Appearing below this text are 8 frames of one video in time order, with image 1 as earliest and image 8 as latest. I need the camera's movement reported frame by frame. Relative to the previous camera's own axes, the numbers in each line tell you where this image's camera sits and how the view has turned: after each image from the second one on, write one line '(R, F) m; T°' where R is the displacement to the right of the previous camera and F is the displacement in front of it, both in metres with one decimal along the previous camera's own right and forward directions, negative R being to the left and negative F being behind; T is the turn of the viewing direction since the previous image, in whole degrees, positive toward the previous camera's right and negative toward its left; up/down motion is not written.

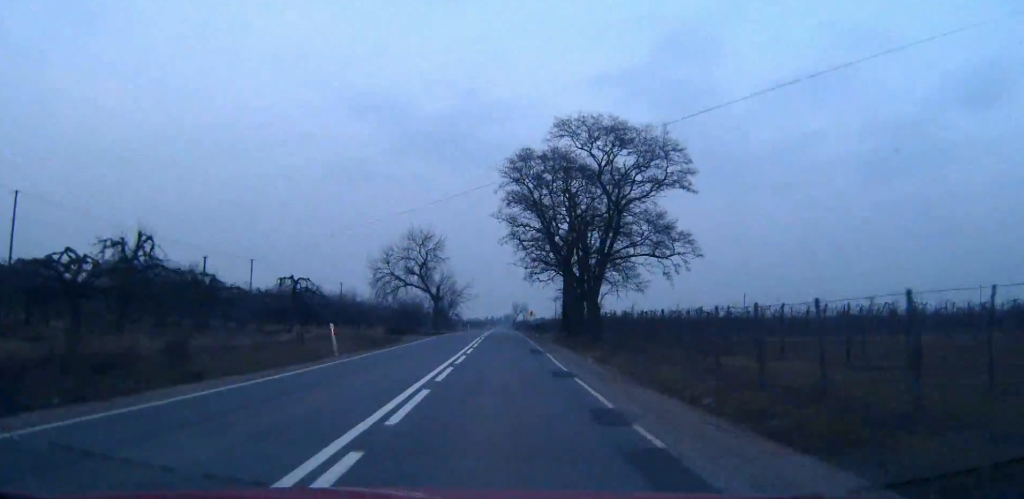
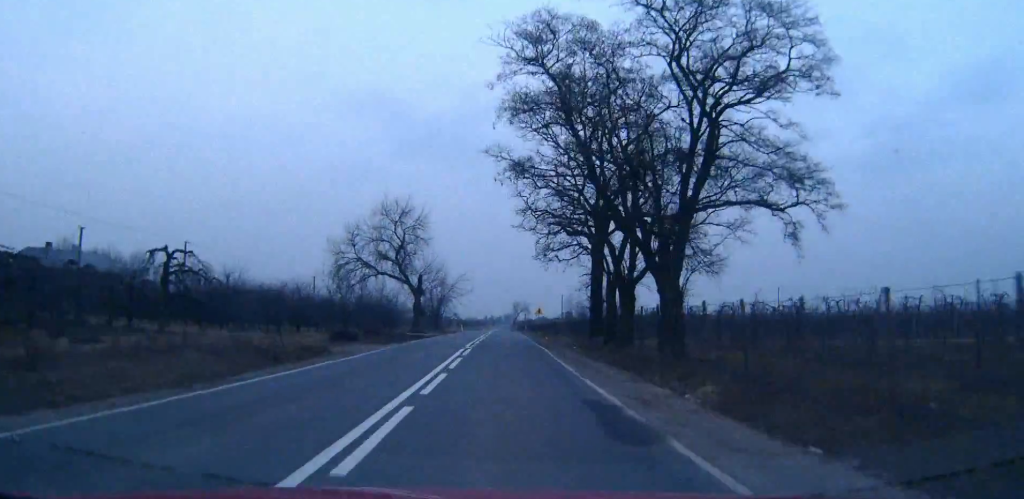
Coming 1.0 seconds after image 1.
(-0.1, +20.4) m; 0°
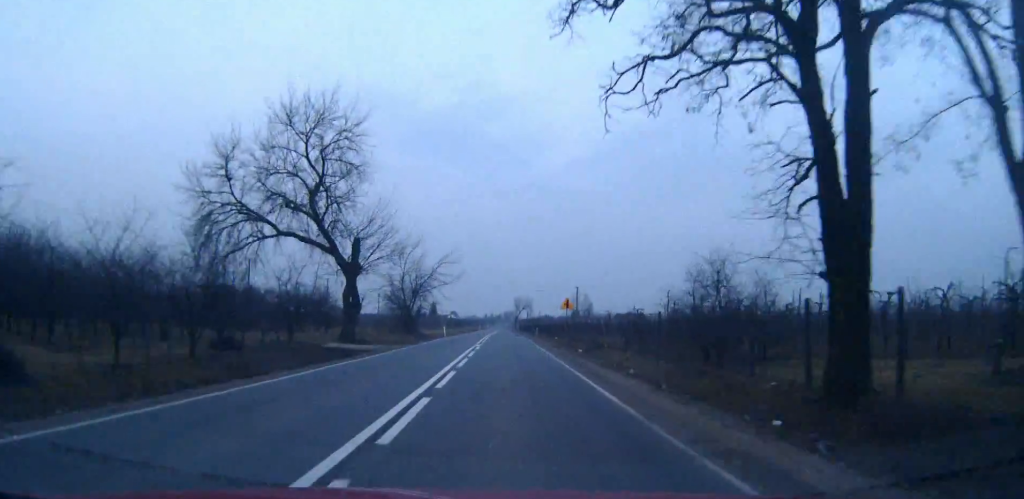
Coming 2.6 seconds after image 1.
(+0.1, +32.4) m; 0°
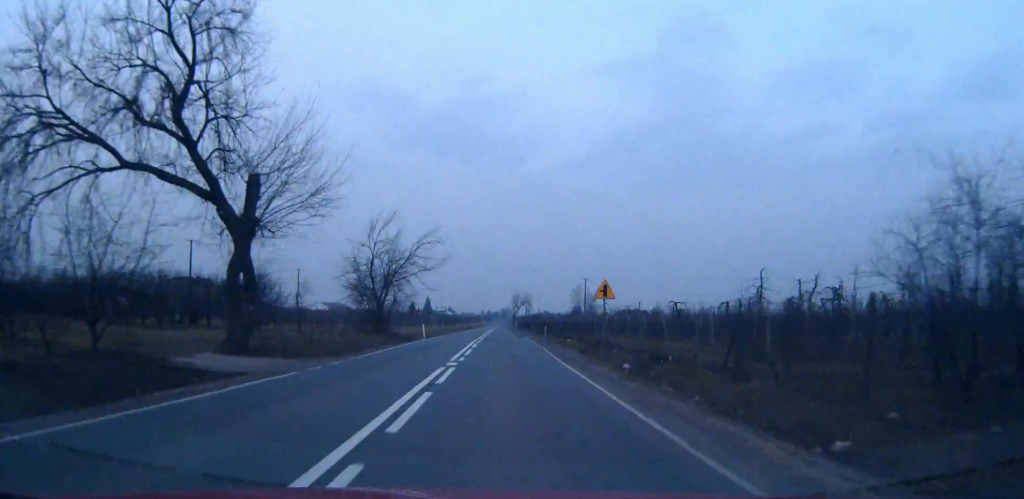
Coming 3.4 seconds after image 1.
(0.0, +17.3) m; 0°
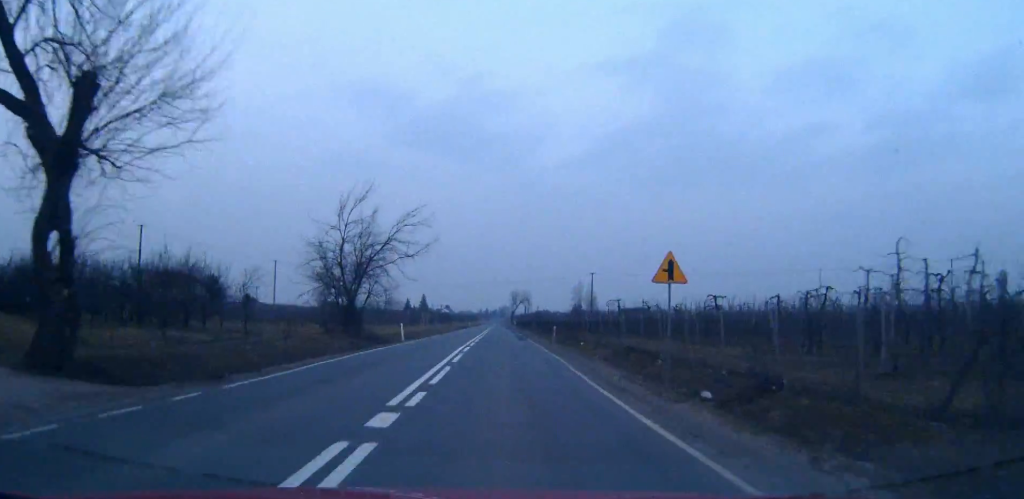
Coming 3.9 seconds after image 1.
(0.0, +11.0) m; 0°
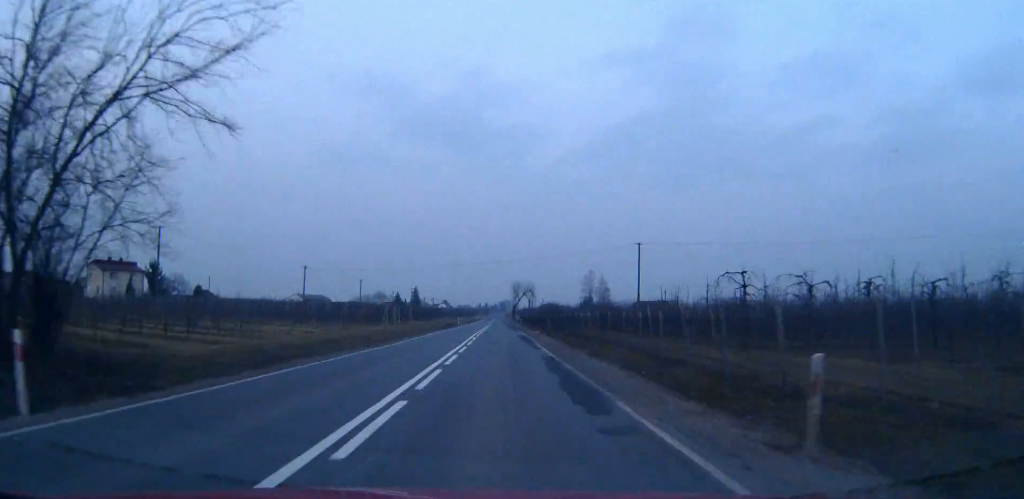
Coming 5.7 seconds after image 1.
(+0.1, +36.6) m; 0°
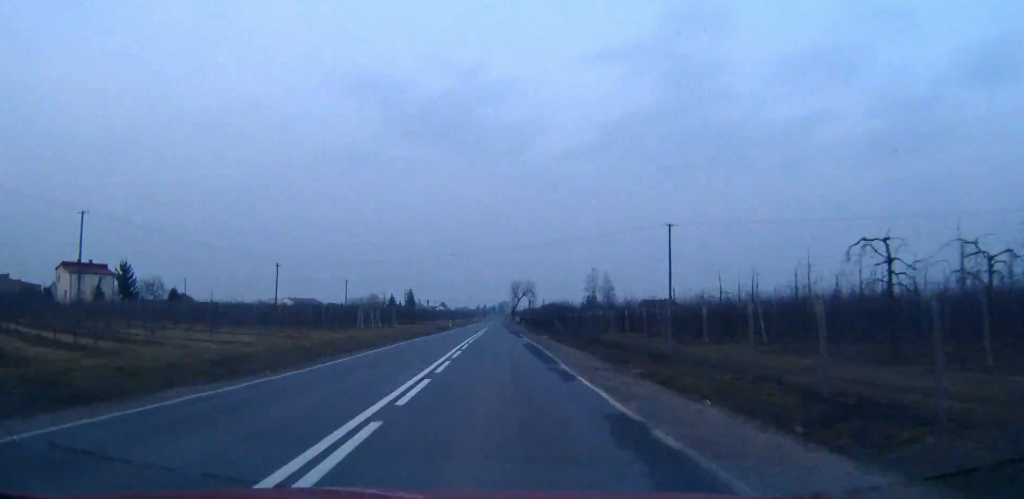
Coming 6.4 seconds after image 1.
(0.0, +13.8) m; 0°
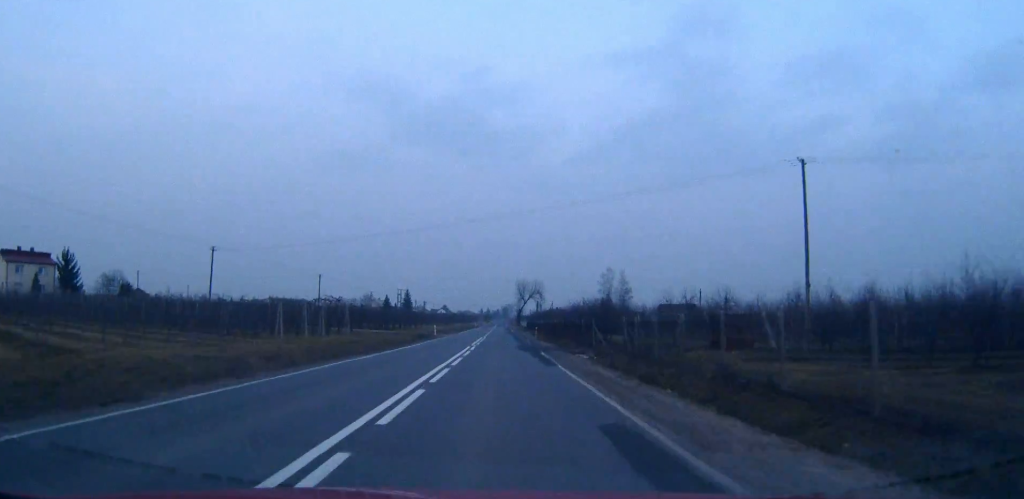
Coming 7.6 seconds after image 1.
(0.0, +25.6) m; 0°
